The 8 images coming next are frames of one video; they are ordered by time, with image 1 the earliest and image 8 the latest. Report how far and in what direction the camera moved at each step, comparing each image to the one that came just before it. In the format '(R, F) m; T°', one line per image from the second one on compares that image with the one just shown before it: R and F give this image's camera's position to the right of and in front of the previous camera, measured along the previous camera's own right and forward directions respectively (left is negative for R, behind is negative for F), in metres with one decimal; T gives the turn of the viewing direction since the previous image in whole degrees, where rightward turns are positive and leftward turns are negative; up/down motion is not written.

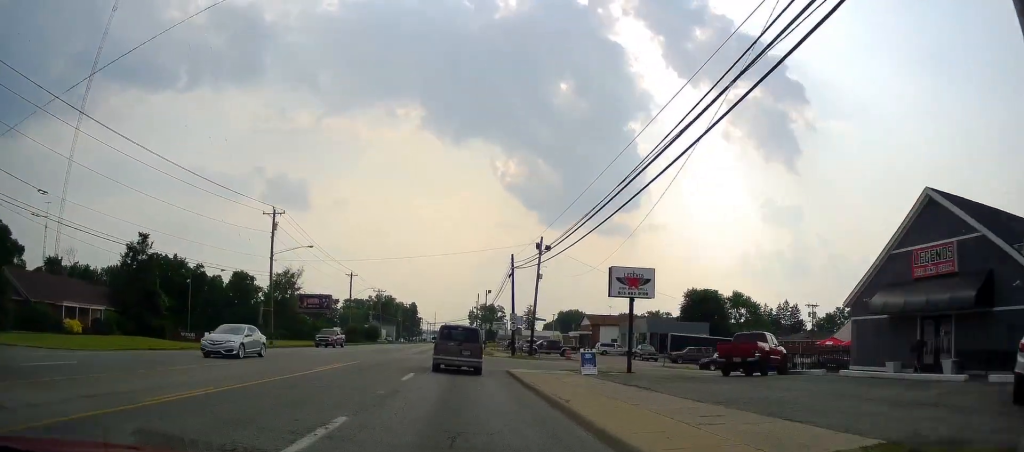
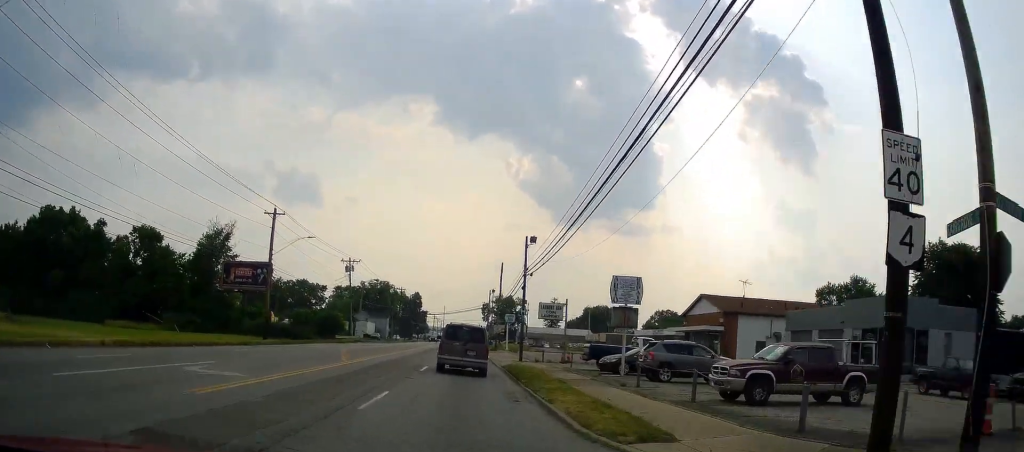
(-0.5, +45.1) m; -1°
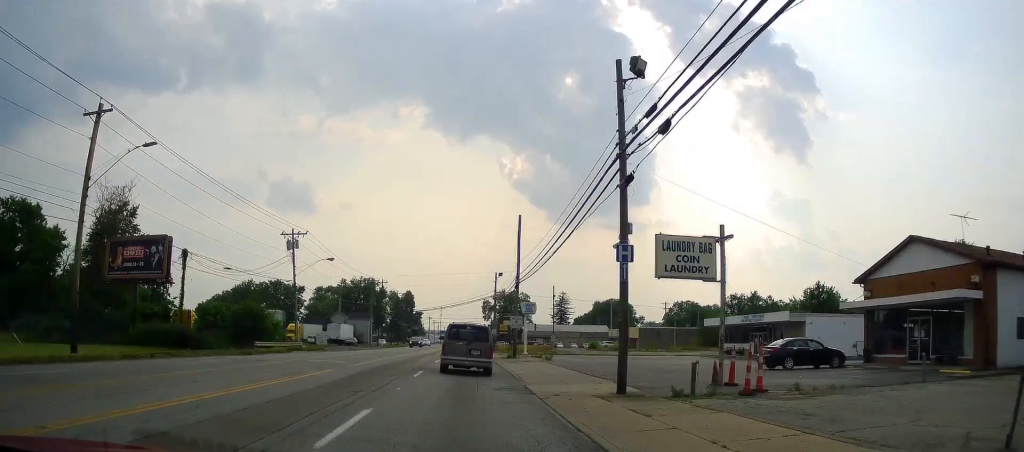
(+0.2, +27.9) m; -1°
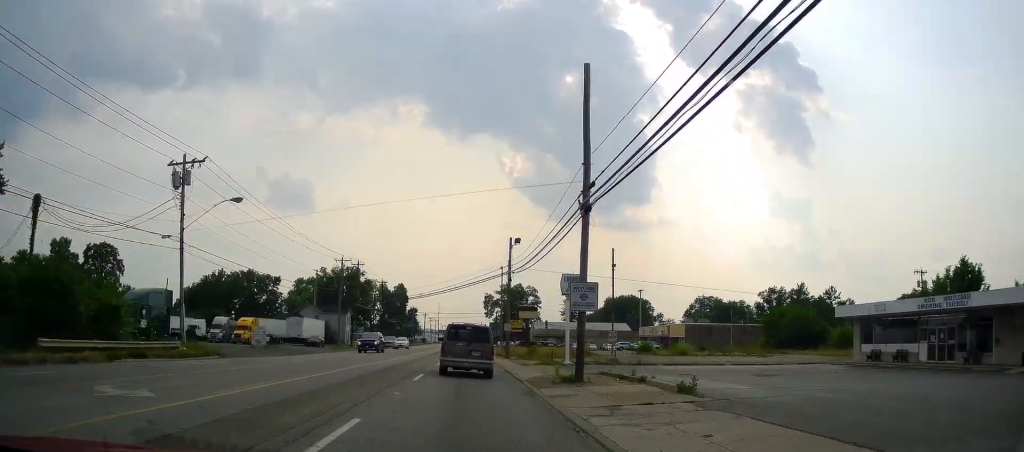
(-0.3, +25.2) m; +1°
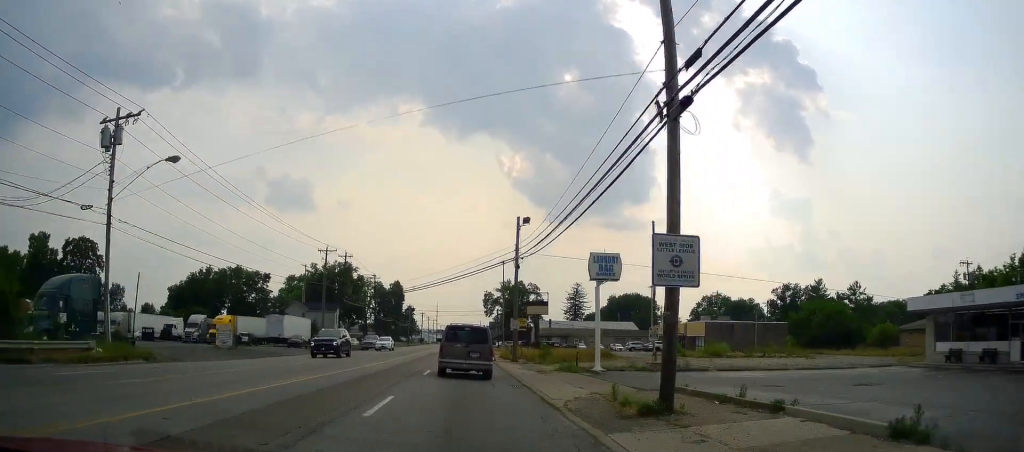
(+0.2, +8.4) m; +1°
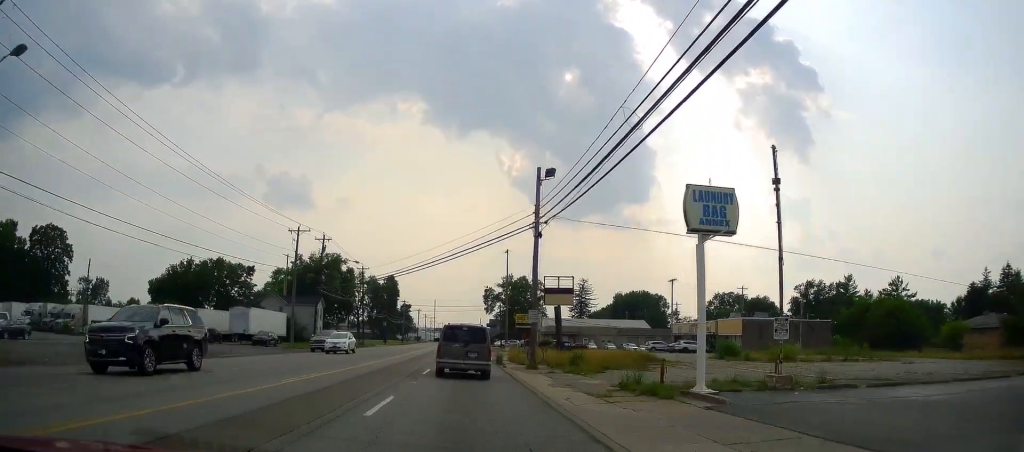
(-0.1, +12.2) m; 0°
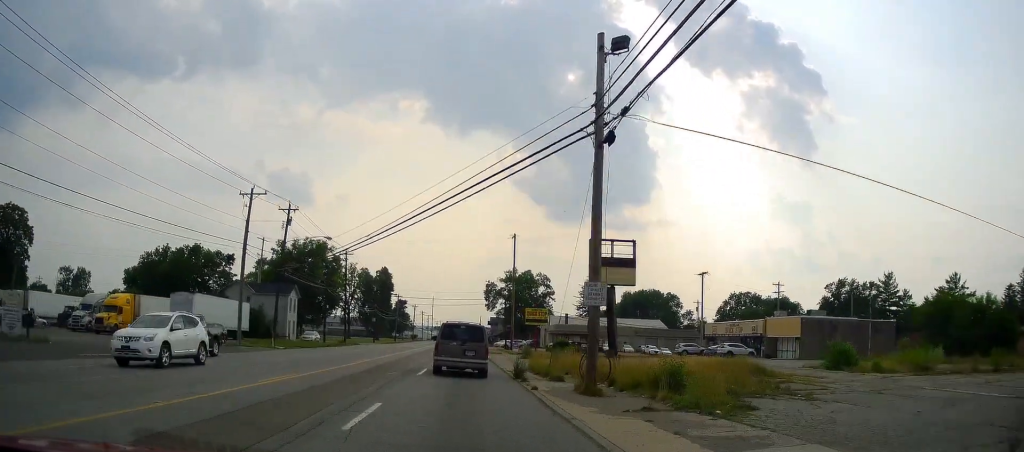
(-0.1, +13.9) m; -1°
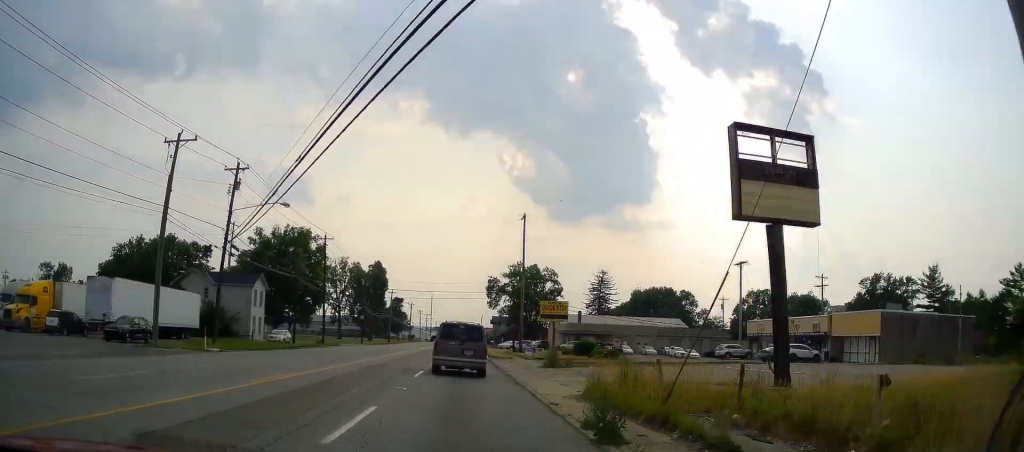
(+0.1, +13.2) m; -1°
